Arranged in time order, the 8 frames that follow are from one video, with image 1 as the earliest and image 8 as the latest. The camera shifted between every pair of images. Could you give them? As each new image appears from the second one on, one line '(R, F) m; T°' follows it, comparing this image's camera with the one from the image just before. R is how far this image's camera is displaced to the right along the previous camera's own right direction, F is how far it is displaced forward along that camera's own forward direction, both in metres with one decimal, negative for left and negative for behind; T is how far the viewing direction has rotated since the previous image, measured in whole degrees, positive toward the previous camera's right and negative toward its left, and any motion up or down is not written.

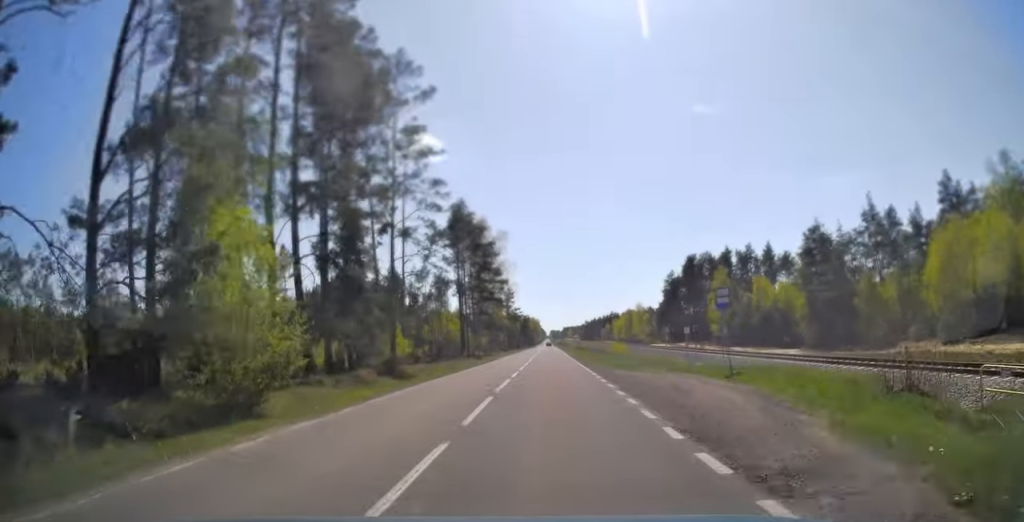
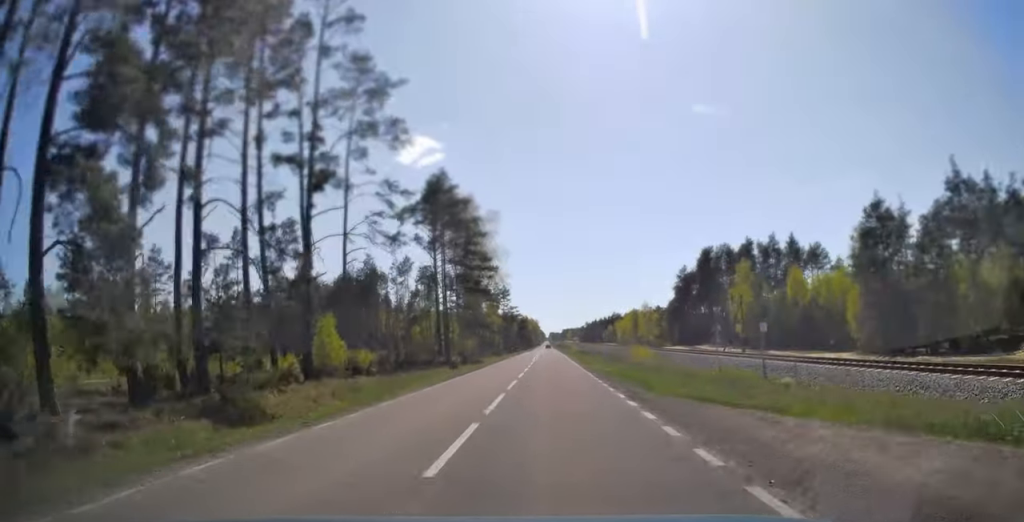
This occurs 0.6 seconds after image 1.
(0.0, +15.5) m; 0°
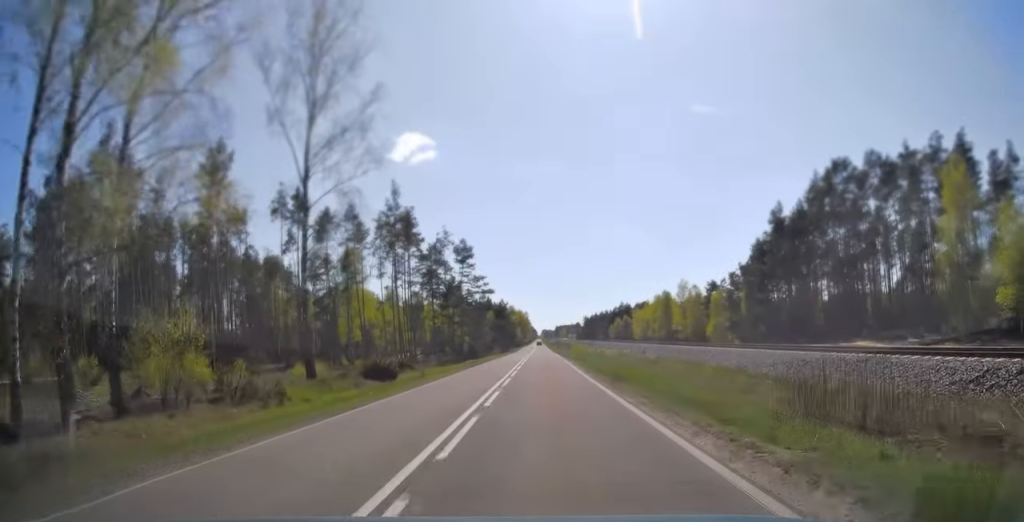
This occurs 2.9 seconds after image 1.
(+0.7, +64.6) m; +1°
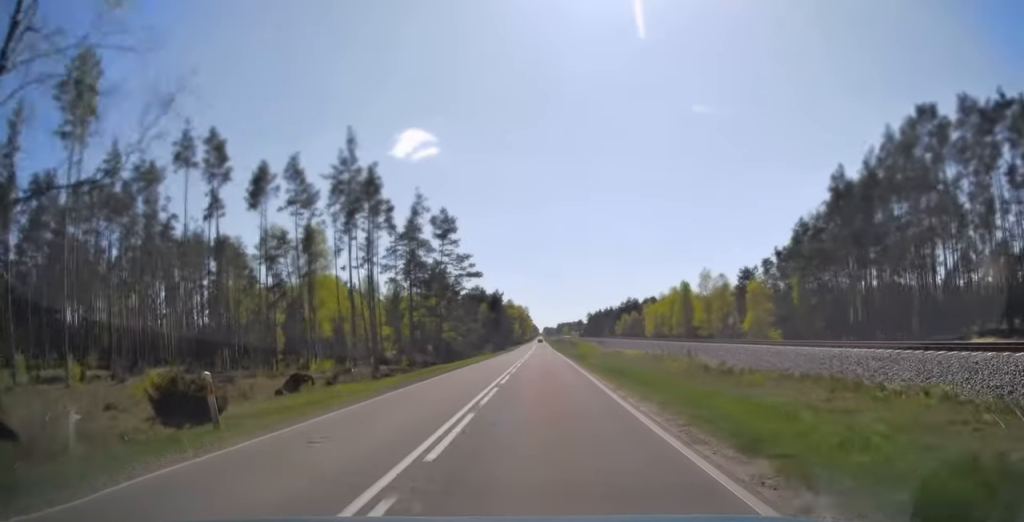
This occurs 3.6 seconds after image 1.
(-0.1, +18.2) m; 0°
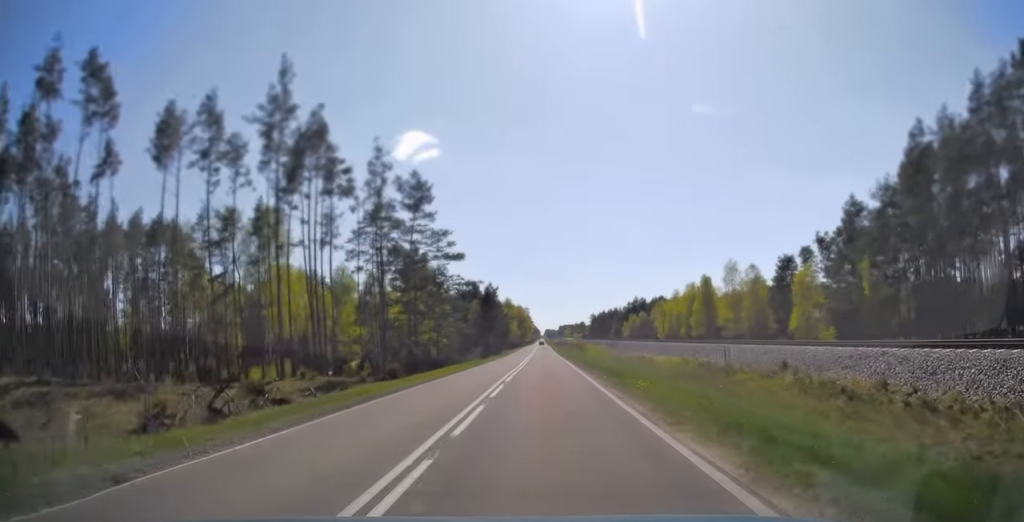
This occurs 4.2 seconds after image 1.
(-0.1, +15.9) m; 0°
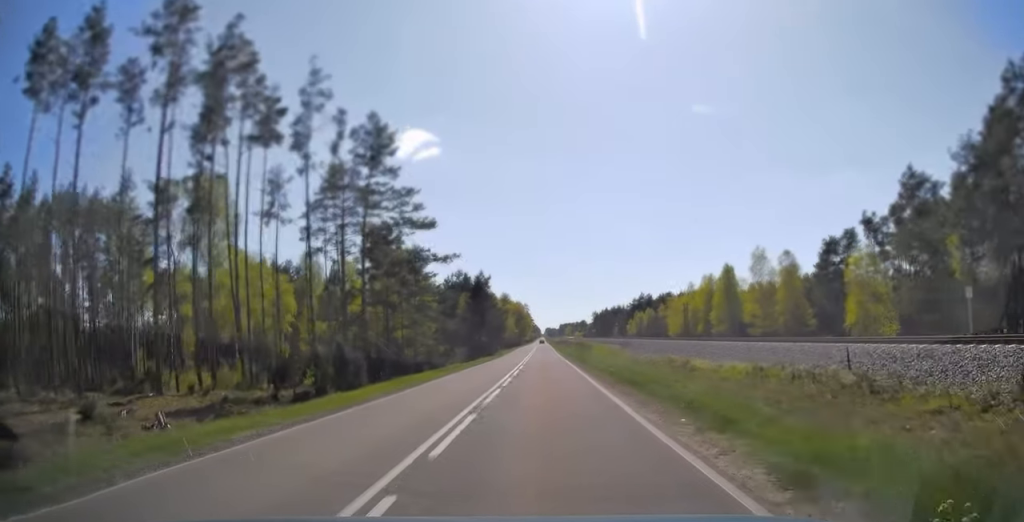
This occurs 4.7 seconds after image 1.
(0.0, +13.7) m; 0°
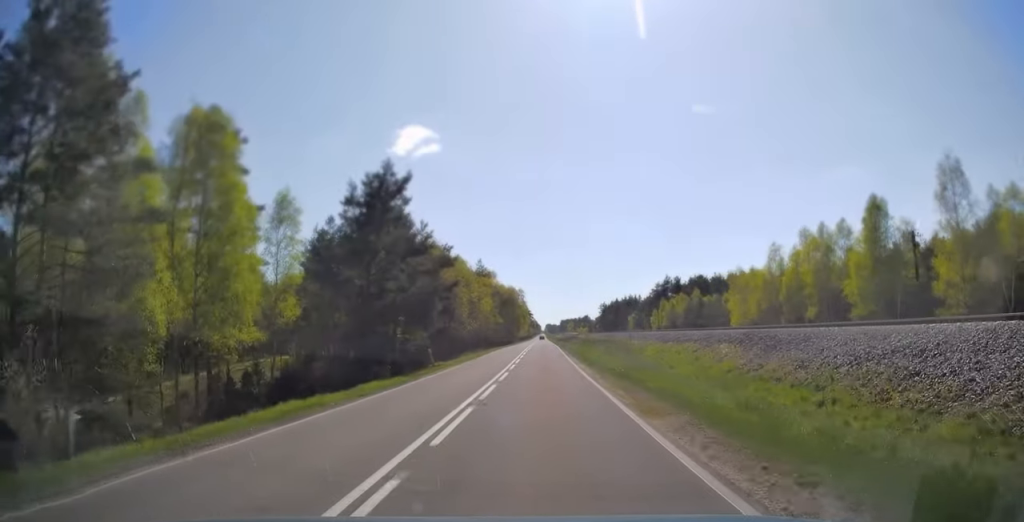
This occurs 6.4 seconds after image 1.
(0.0, +47.4) m; 0°
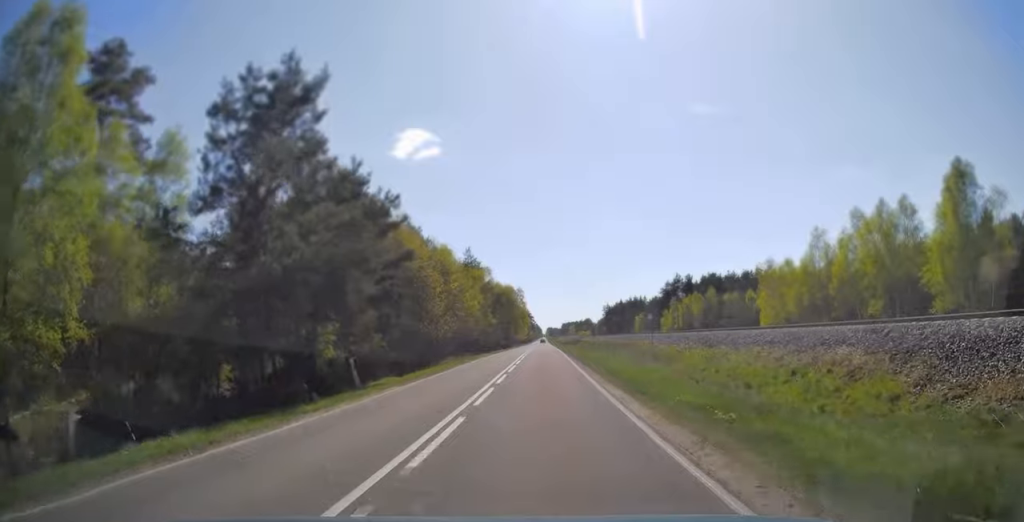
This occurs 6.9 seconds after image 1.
(0.0, +13.2) m; 0°
